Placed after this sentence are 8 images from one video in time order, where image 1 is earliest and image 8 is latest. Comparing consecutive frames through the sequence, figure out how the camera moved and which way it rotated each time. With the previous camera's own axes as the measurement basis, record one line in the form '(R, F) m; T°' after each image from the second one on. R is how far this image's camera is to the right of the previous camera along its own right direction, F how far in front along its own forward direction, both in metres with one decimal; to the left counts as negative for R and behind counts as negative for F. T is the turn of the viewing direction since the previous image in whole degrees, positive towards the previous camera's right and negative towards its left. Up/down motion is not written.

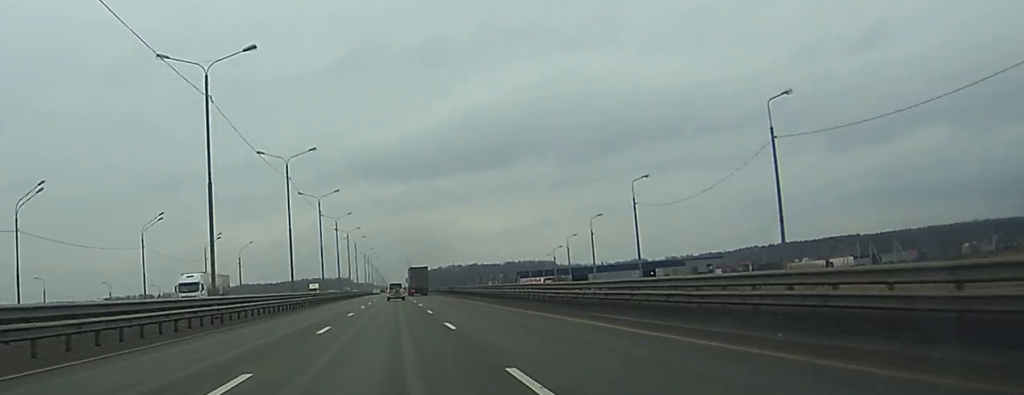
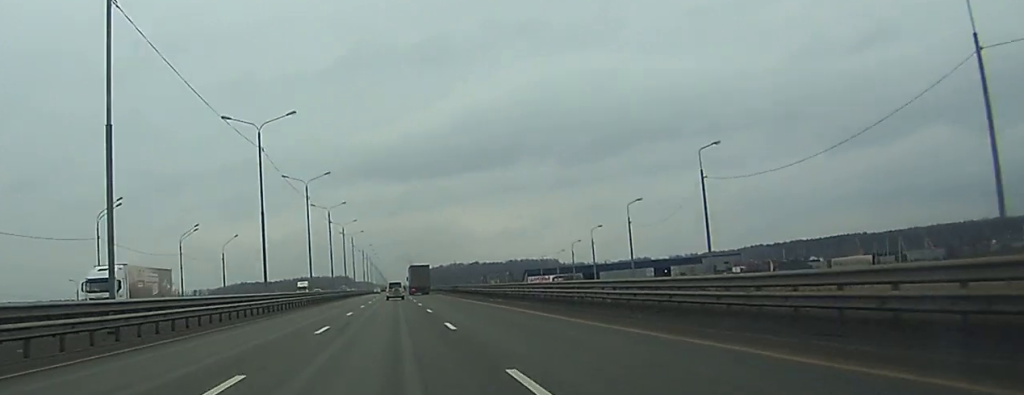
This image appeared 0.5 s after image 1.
(0.0, +16.3) m; 0°
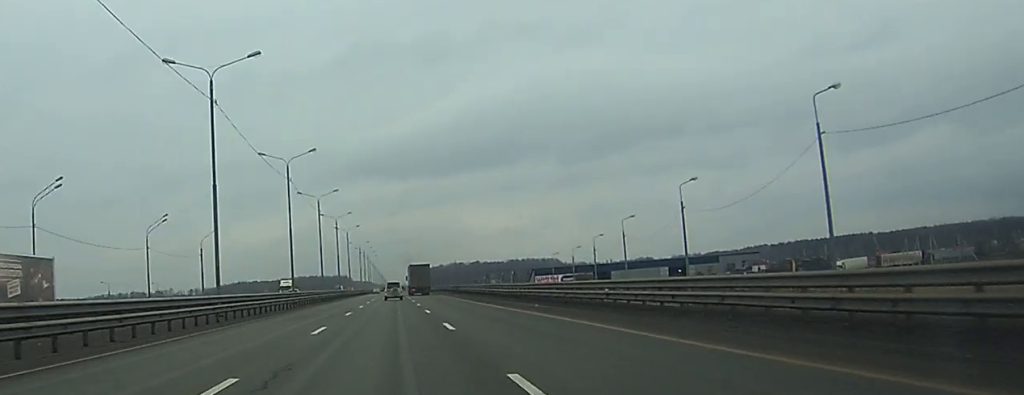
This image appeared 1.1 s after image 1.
(0.0, +16.3) m; 0°
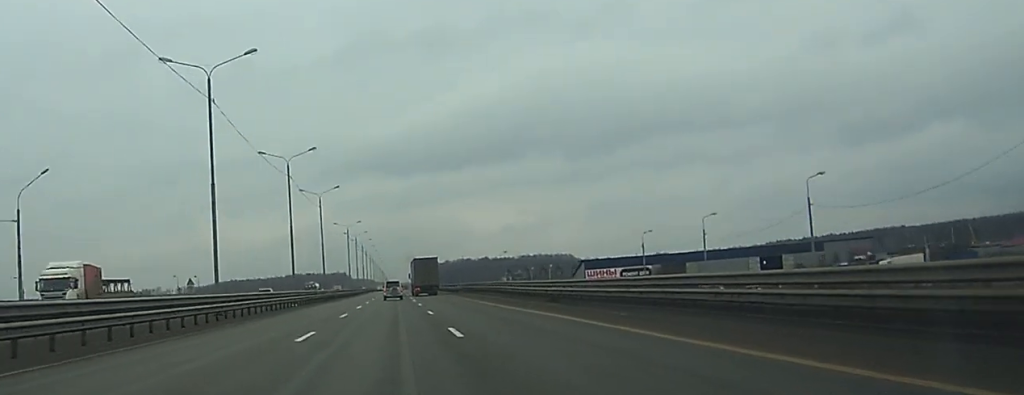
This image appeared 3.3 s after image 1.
(+0.1, +68.1) m; 0°
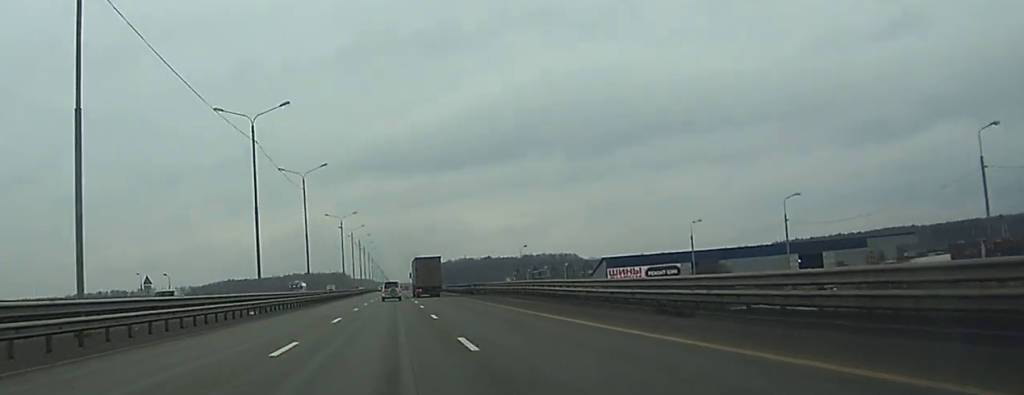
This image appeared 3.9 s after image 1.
(0.0, +19.7) m; 0°
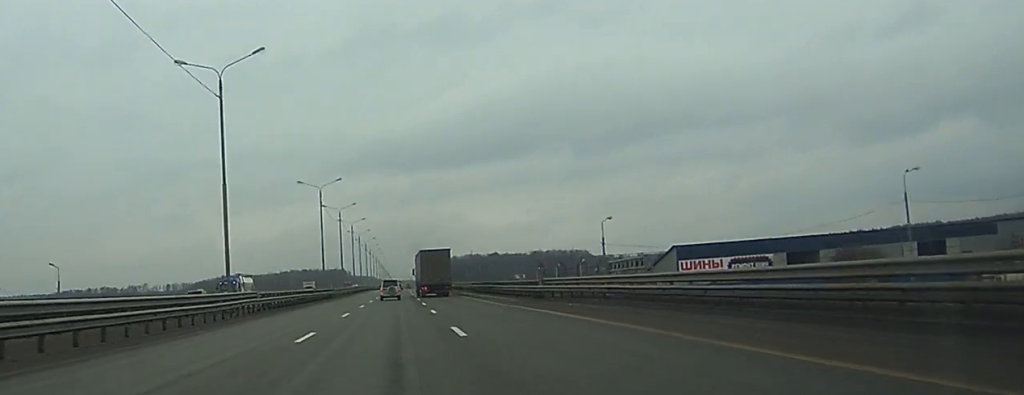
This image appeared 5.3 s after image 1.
(+0.1, +44.8) m; 0°
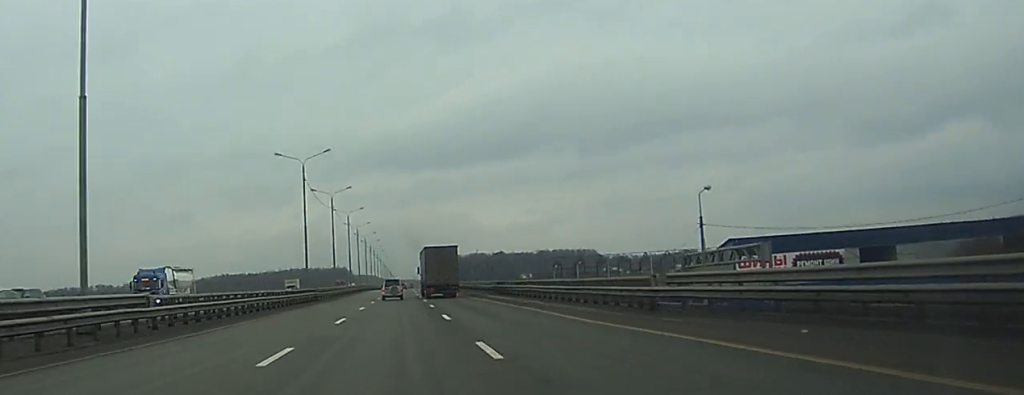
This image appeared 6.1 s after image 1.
(0.0, +23.0) m; 0°
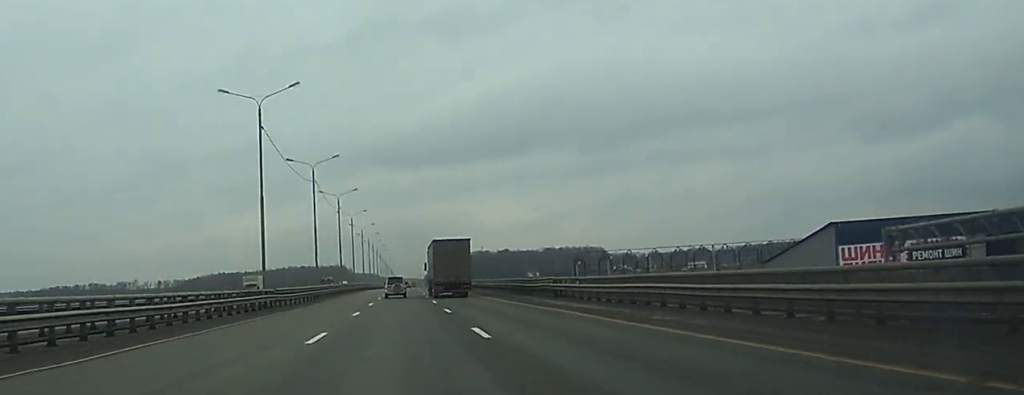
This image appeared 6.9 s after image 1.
(-0.1, +27.2) m; 0°
